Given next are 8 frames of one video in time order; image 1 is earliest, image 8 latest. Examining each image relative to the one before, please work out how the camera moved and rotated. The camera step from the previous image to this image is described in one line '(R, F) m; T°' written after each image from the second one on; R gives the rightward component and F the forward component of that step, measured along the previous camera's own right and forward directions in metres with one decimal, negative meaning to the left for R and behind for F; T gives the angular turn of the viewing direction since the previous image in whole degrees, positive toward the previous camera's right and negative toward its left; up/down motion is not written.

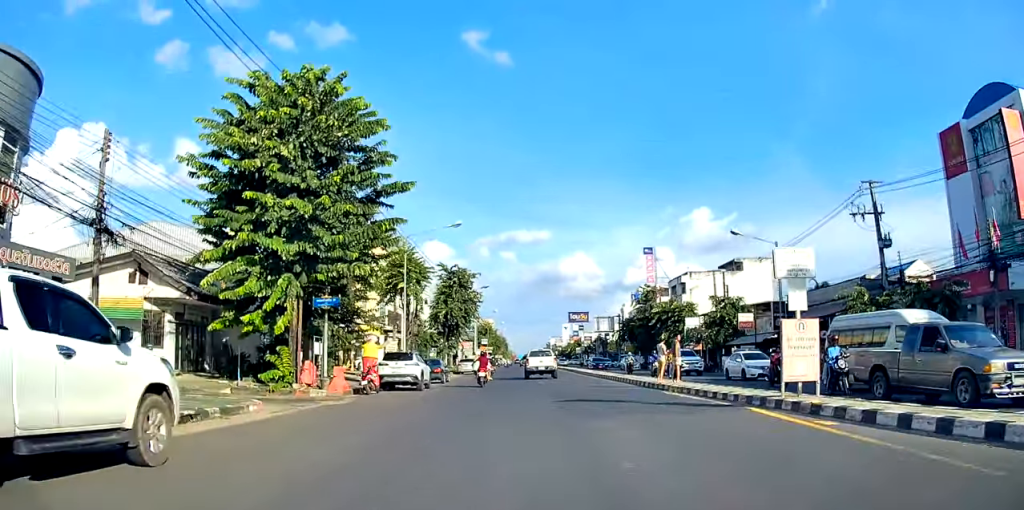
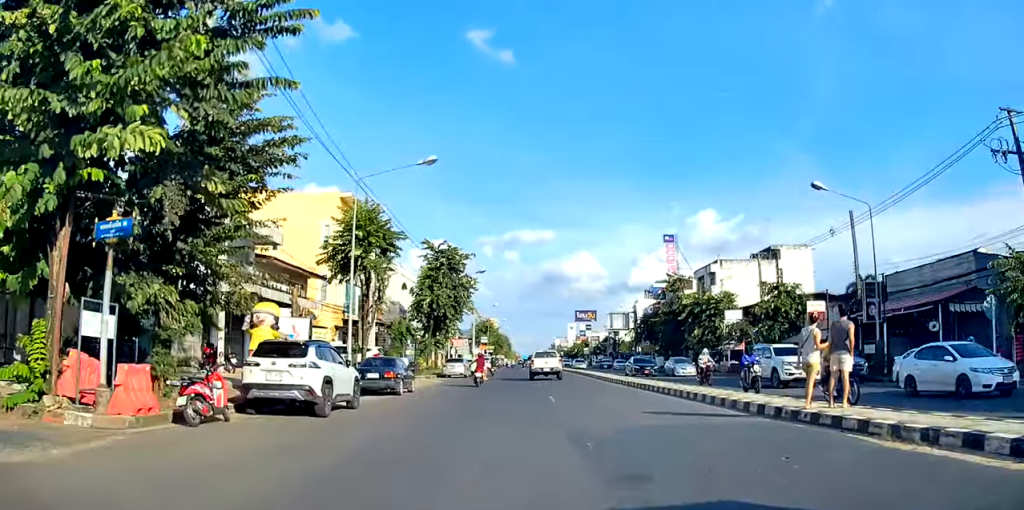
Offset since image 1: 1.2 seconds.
(0.0, +12.8) m; 0°
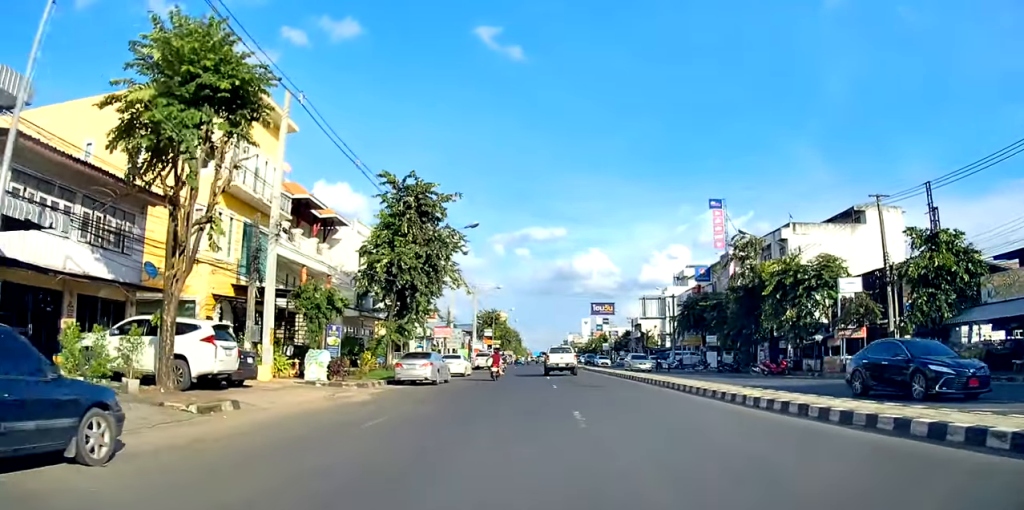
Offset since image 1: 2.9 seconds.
(0.0, +19.1) m; 0°
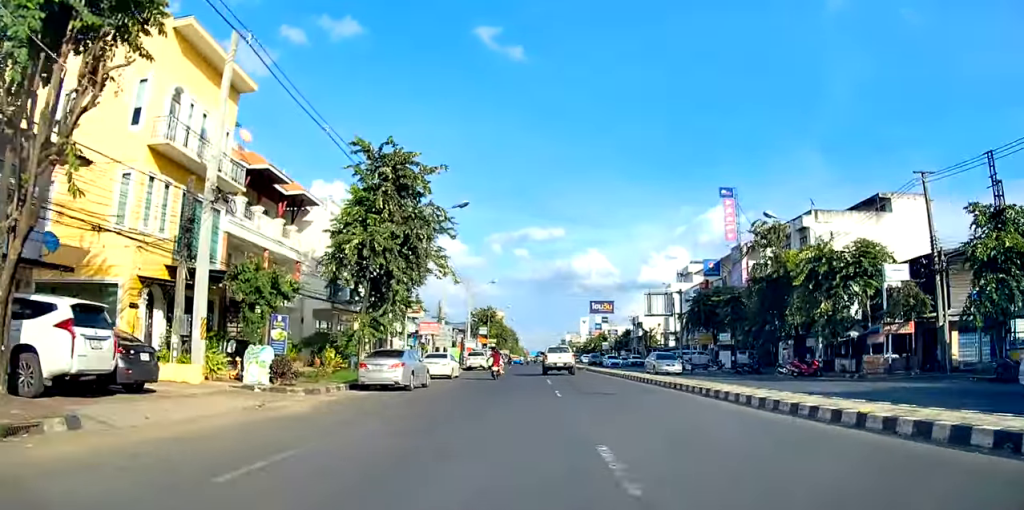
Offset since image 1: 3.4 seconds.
(0.0, +5.7) m; 0°
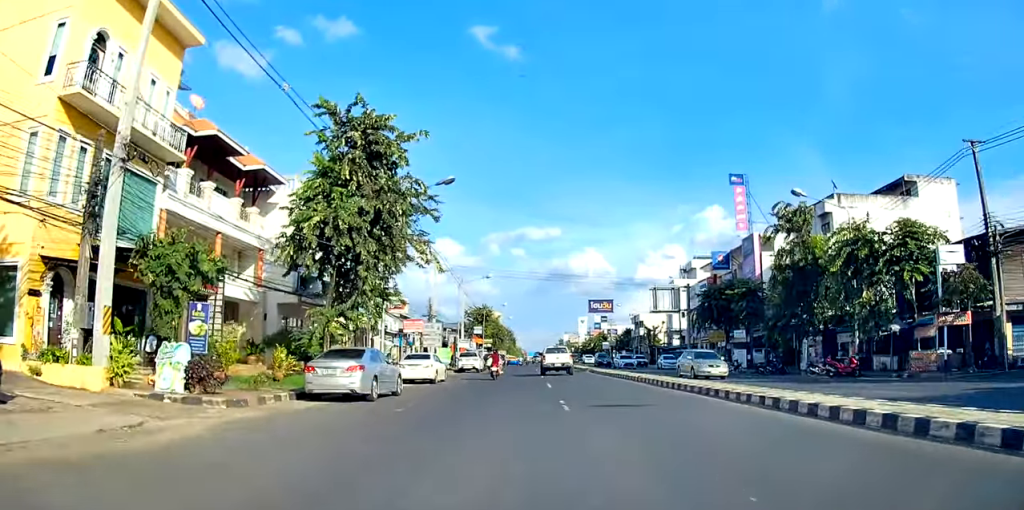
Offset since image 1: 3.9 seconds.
(0.0, +5.4) m; 0°
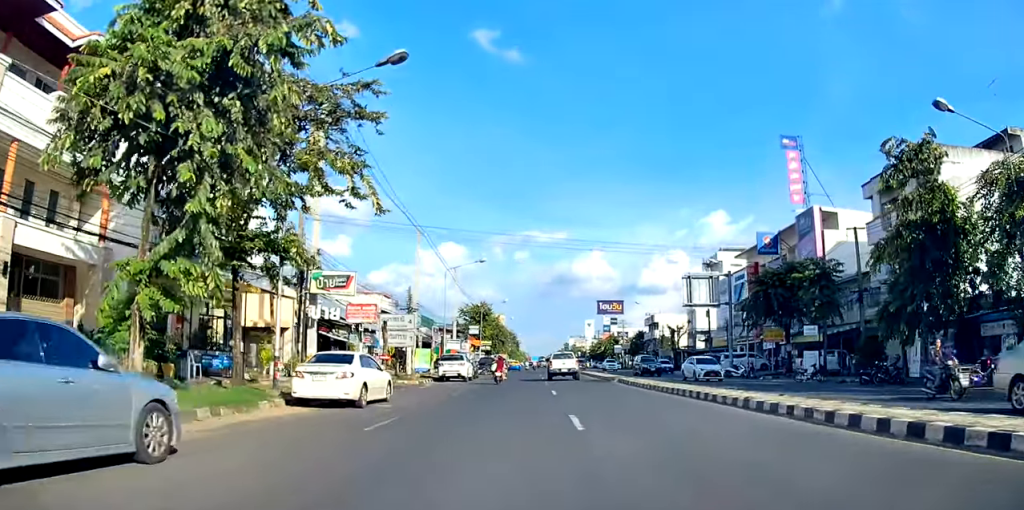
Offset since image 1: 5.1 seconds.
(0.0, +13.5) m; 0°
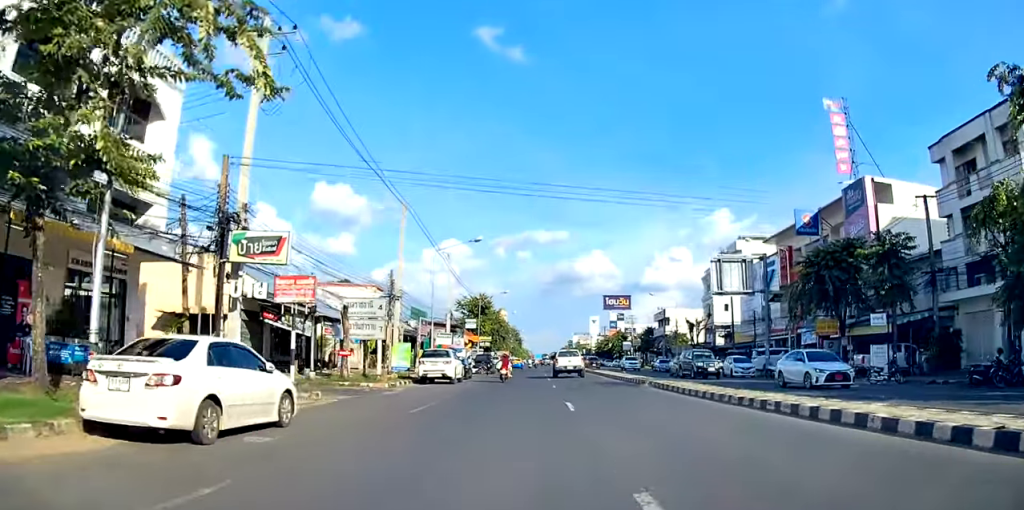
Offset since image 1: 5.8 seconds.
(0.0, +8.4) m; 0°
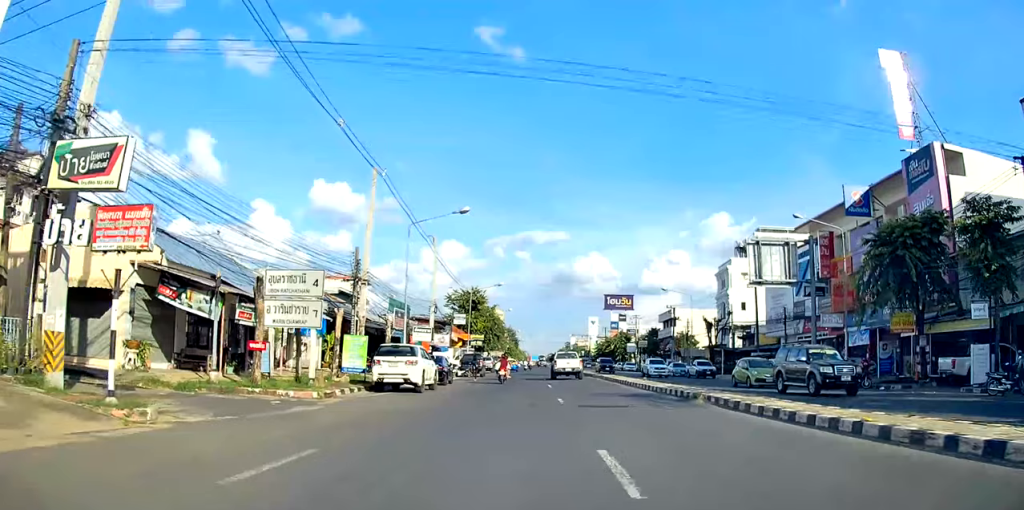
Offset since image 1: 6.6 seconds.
(0.0, +9.4) m; 0°
